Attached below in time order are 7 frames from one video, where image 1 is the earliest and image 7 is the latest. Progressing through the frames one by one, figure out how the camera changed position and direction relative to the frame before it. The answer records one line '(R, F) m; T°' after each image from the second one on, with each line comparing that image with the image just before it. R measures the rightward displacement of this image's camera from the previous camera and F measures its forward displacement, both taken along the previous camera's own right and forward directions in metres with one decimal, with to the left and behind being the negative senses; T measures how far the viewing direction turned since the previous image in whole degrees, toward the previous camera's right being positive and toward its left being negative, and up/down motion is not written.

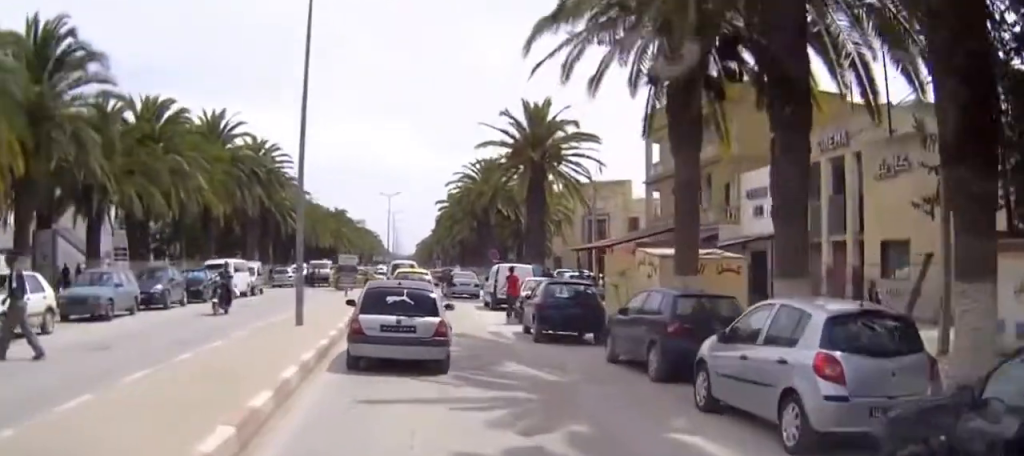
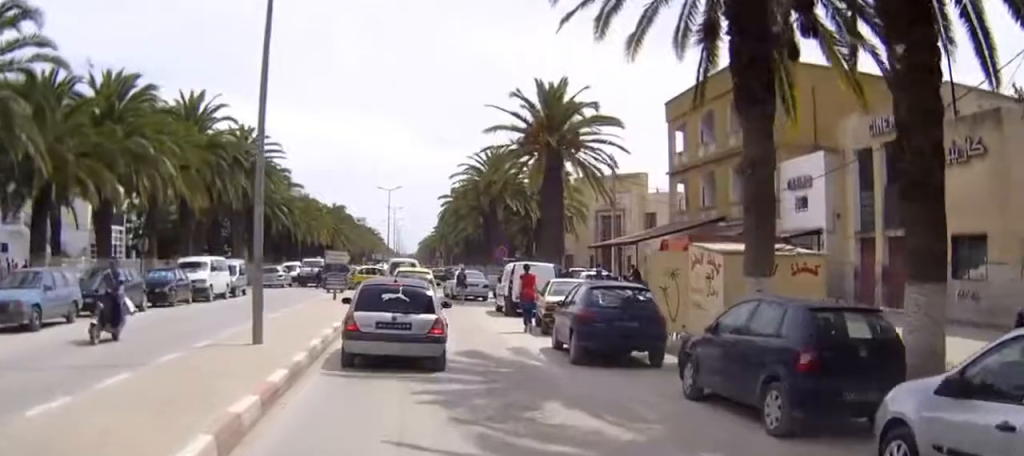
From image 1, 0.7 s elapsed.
(0.0, +4.3) m; 0°
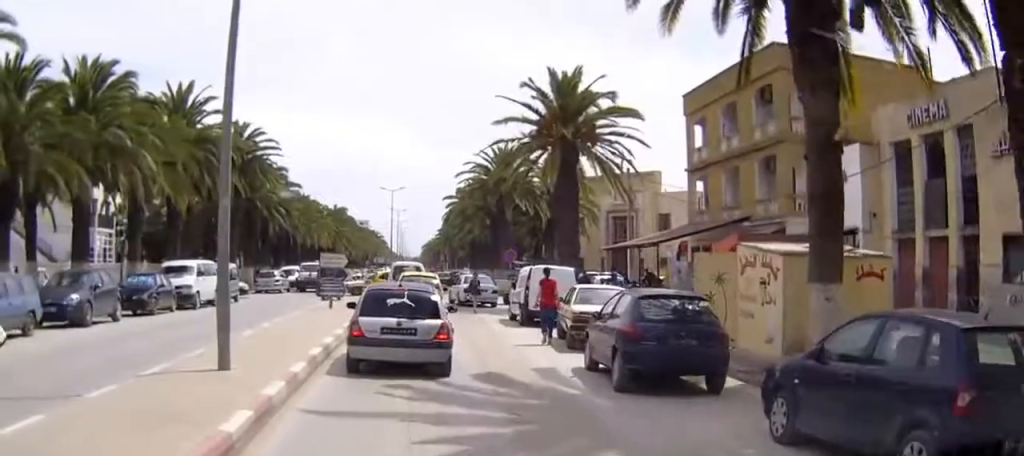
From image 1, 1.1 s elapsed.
(0.0, +2.4) m; 0°
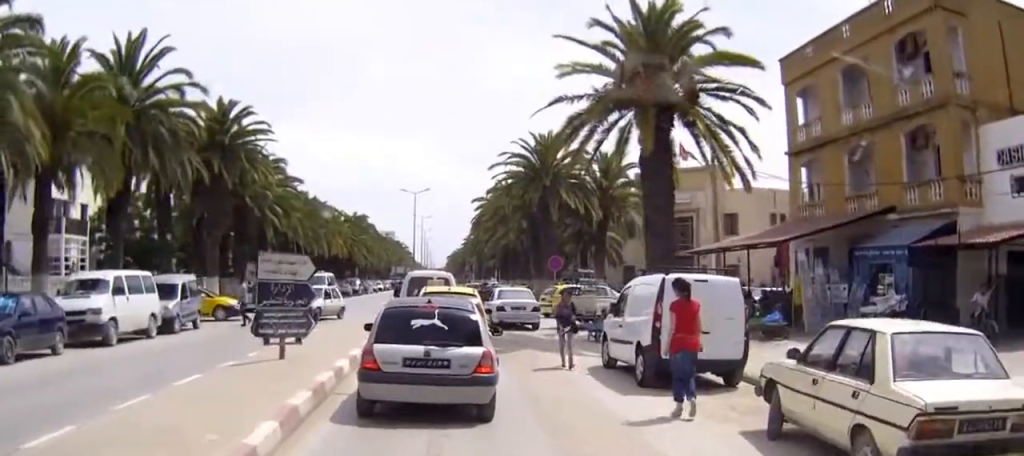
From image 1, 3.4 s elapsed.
(0.0, +10.7) m; -1°
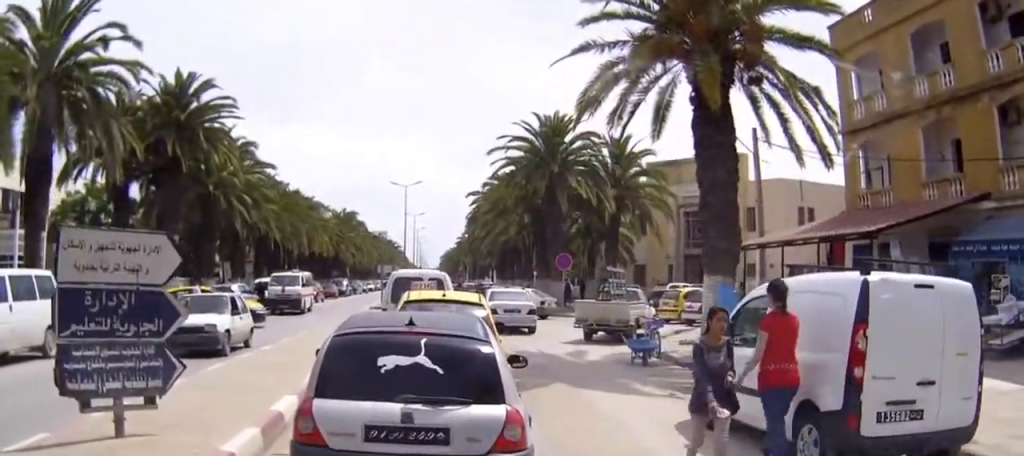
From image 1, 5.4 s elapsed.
(0.0, +5.0) m; -1°
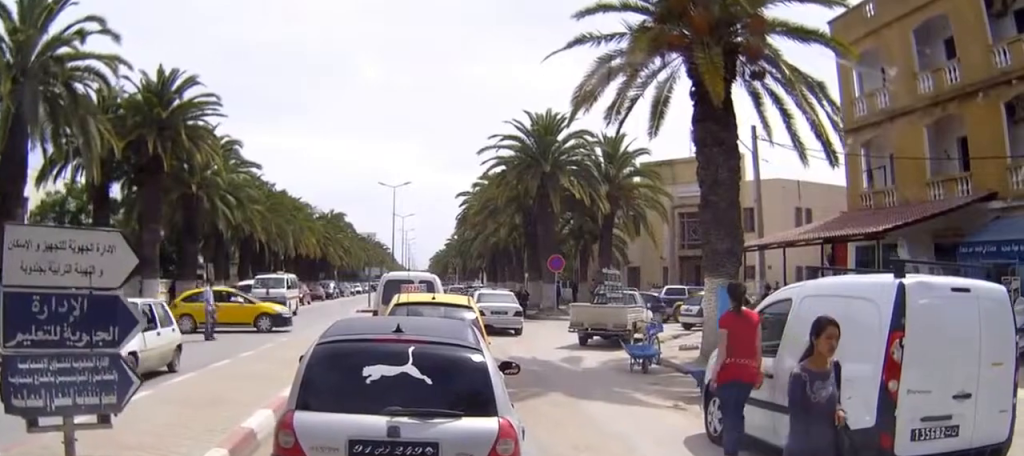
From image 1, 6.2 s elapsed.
(0.0, +0.5) m; 0°
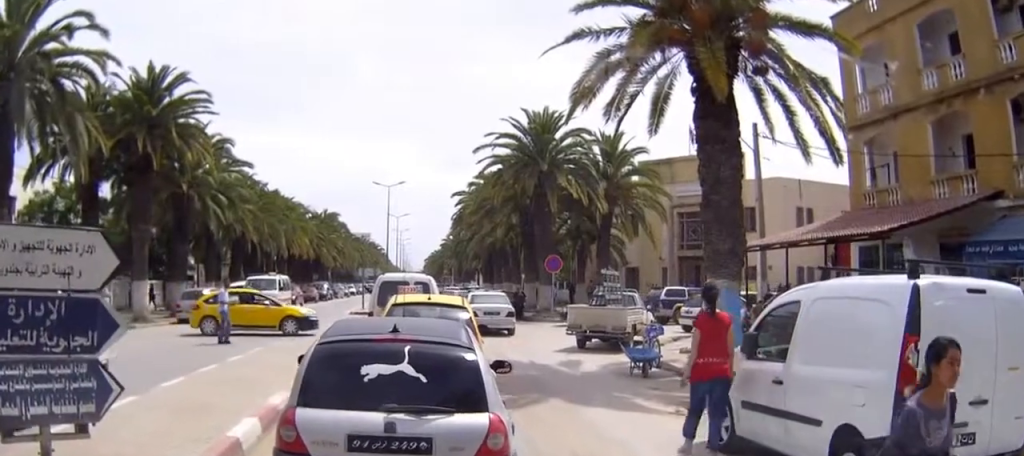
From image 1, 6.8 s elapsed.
(0.0, +0.3) m; 0°
